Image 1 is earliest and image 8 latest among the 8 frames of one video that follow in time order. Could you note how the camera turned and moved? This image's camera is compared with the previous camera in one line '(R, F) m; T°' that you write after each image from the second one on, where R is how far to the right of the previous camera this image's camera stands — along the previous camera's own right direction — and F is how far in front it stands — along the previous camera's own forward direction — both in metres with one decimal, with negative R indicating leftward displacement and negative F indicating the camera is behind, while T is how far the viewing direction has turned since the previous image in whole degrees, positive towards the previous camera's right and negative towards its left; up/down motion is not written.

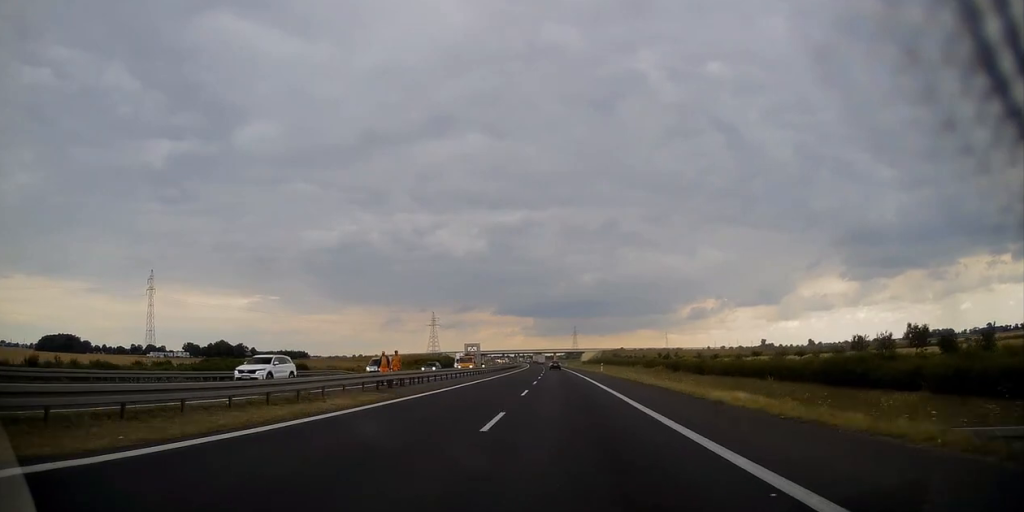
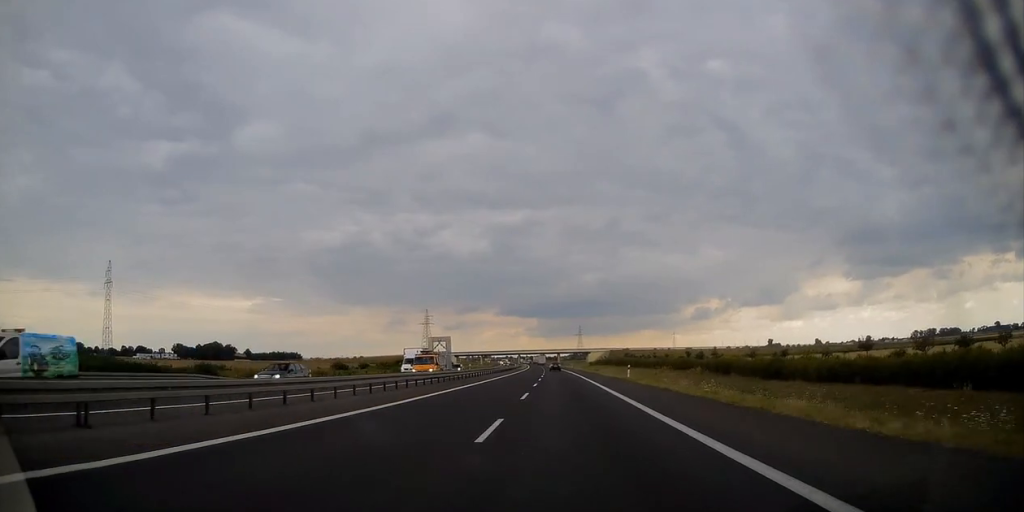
(0.0, +25.5) m; 0°
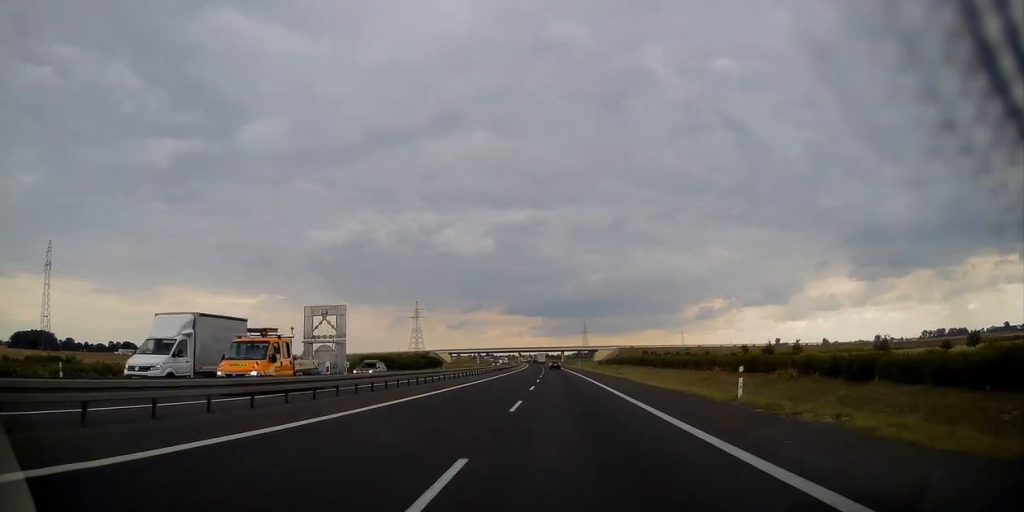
(0.0, +30.2) m; 0°
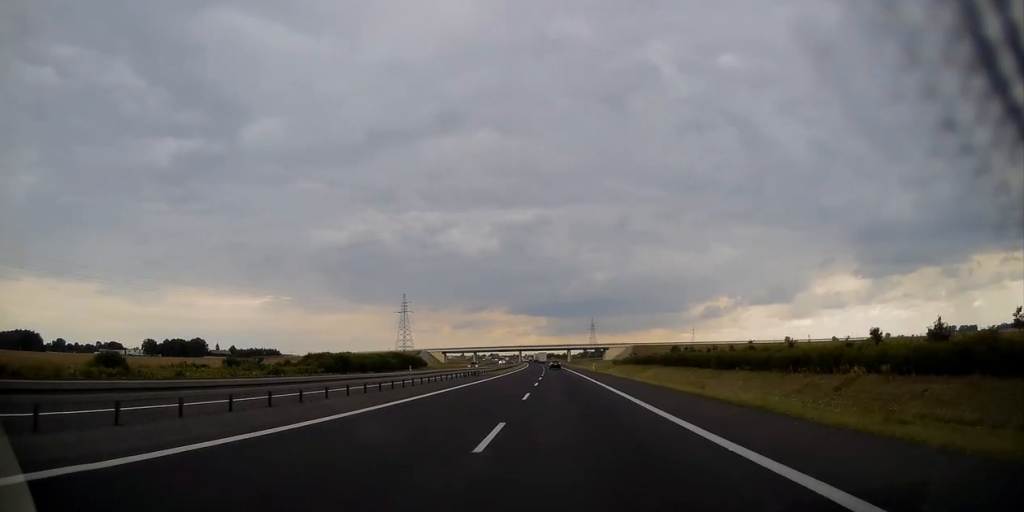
(-0.2, +30.1) m; -1°
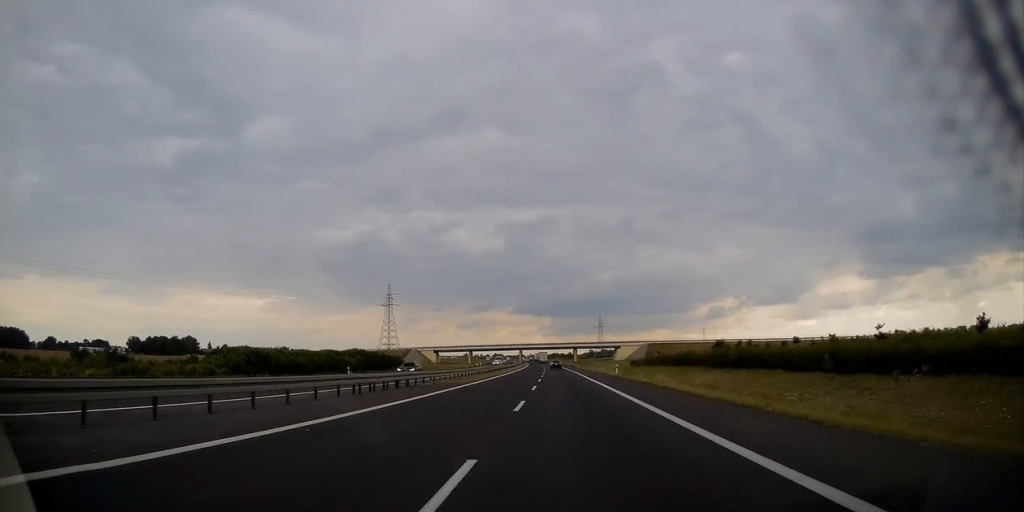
(-0.2, +28.9) m; -1°
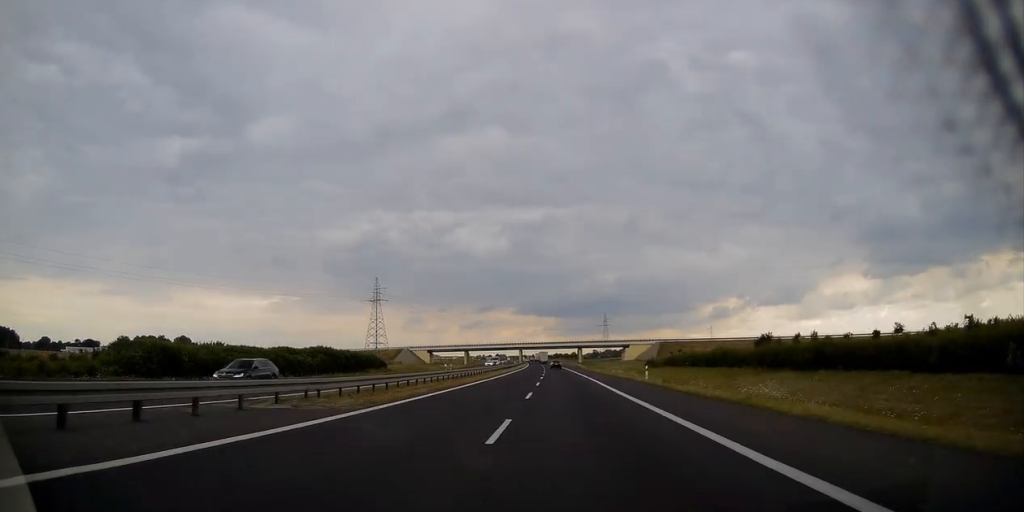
(0.0, +18.5) m; 0°
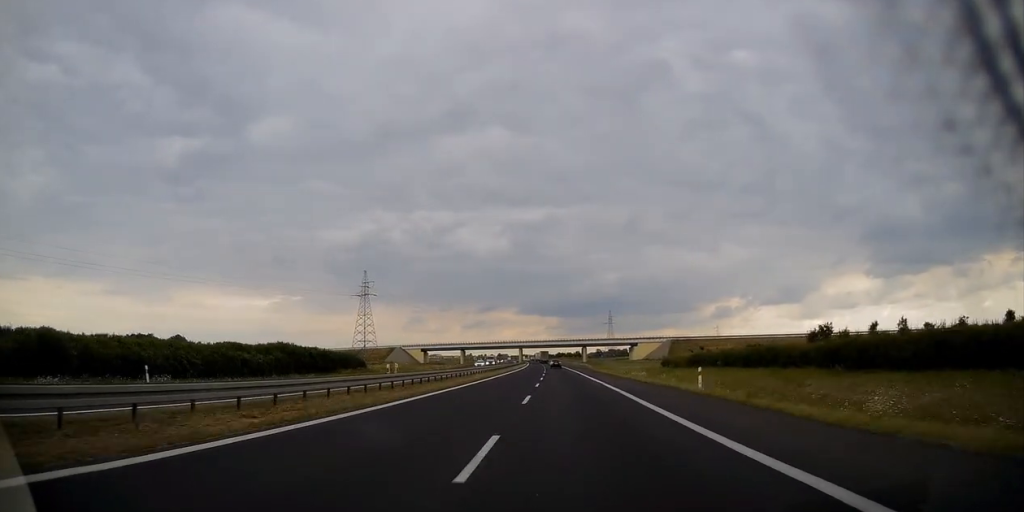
(0.0, +15.0) m; 0°
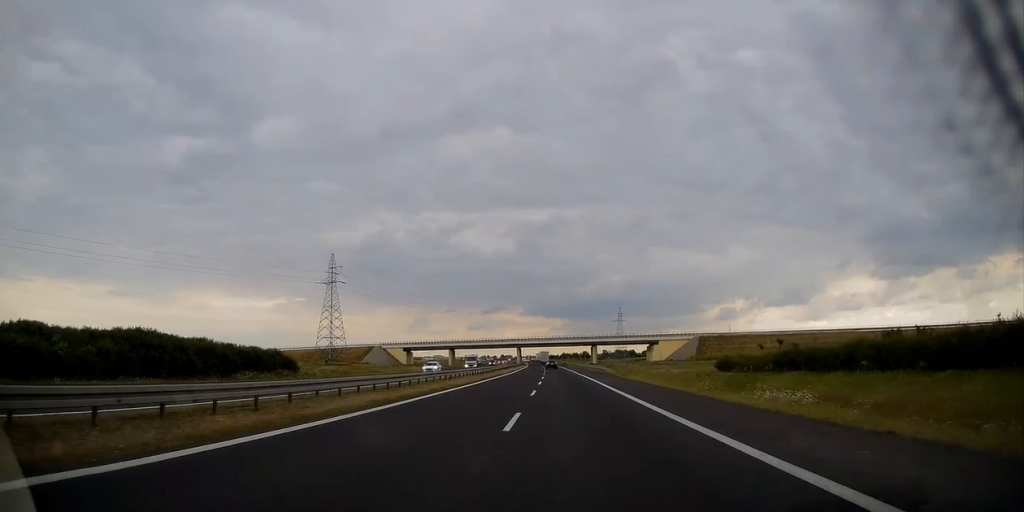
(0.0, +31.2) m; -1°
